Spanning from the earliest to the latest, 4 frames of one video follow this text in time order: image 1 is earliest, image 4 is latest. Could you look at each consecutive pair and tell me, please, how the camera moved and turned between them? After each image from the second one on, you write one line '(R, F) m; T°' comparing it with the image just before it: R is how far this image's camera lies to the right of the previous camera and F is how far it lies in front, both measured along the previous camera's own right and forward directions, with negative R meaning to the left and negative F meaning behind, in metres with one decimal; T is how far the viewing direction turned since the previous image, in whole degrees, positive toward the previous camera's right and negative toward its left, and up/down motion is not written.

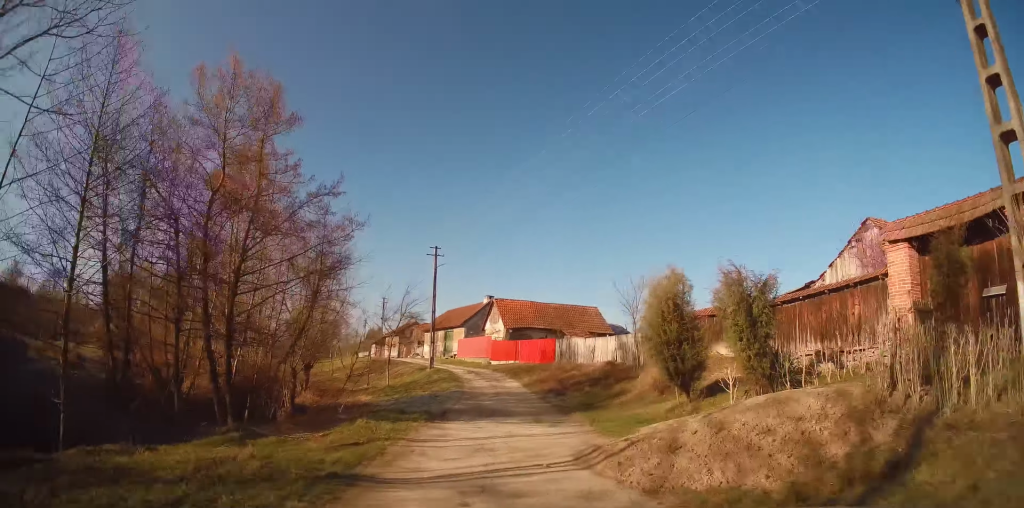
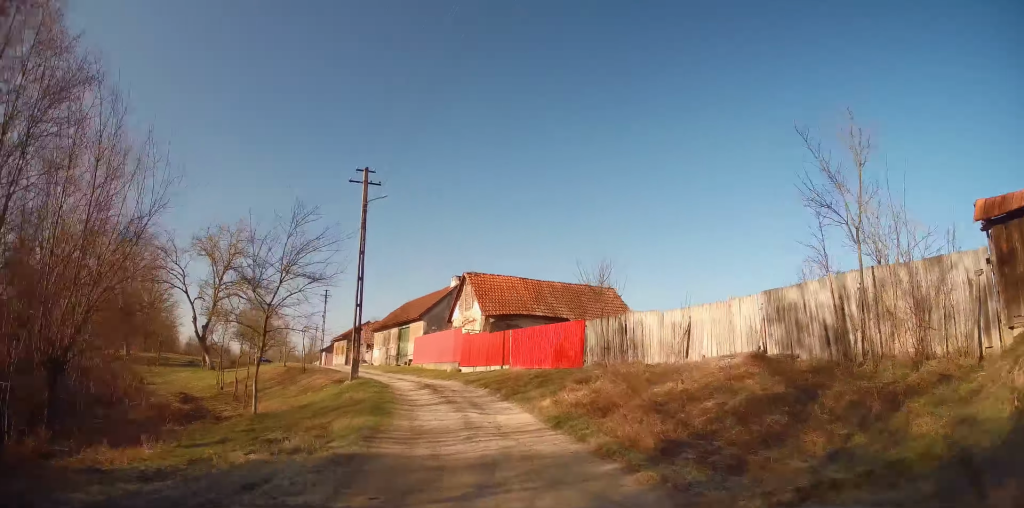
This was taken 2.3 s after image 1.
(-0.7, +16.2) m; -3°
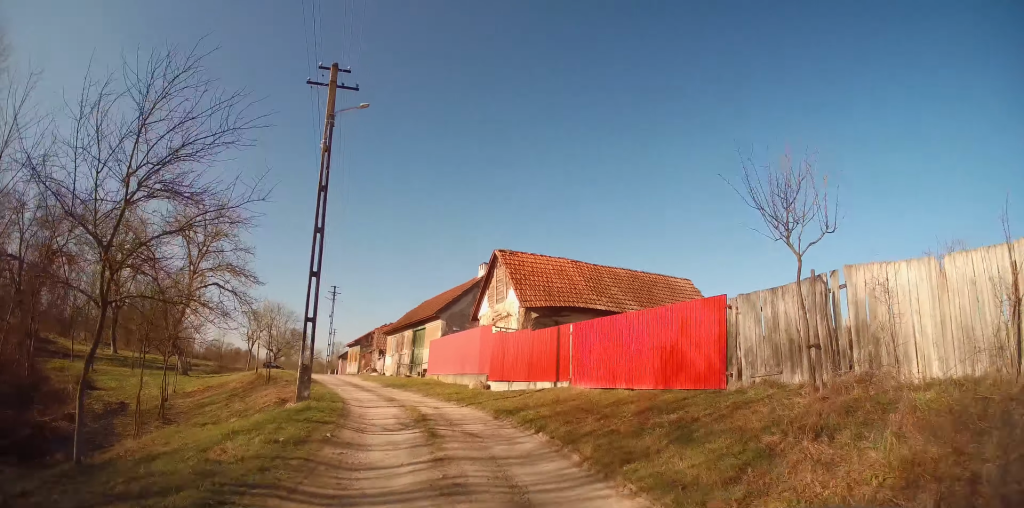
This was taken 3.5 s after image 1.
(+0.1, +8.7) m; +1°
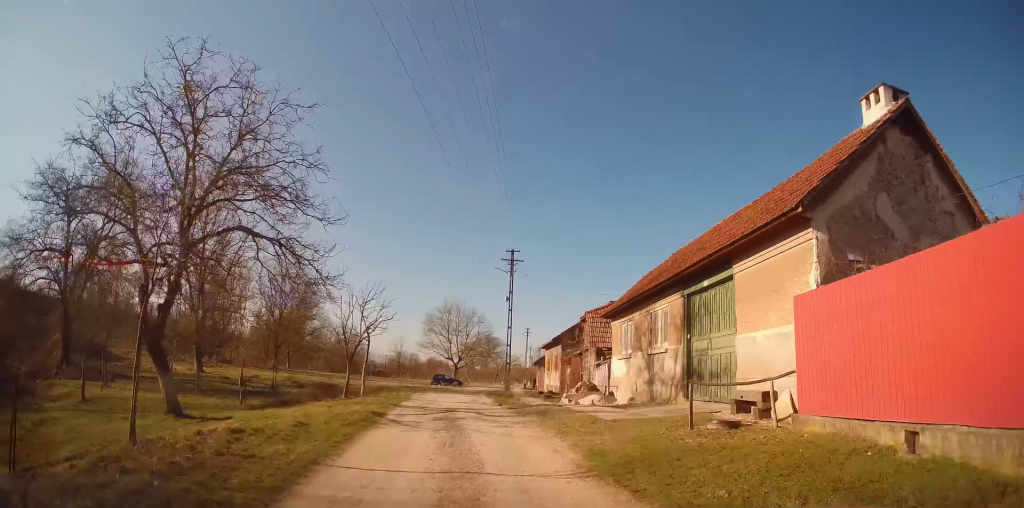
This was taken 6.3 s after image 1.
(-3.3, +20.0) m; -20°
